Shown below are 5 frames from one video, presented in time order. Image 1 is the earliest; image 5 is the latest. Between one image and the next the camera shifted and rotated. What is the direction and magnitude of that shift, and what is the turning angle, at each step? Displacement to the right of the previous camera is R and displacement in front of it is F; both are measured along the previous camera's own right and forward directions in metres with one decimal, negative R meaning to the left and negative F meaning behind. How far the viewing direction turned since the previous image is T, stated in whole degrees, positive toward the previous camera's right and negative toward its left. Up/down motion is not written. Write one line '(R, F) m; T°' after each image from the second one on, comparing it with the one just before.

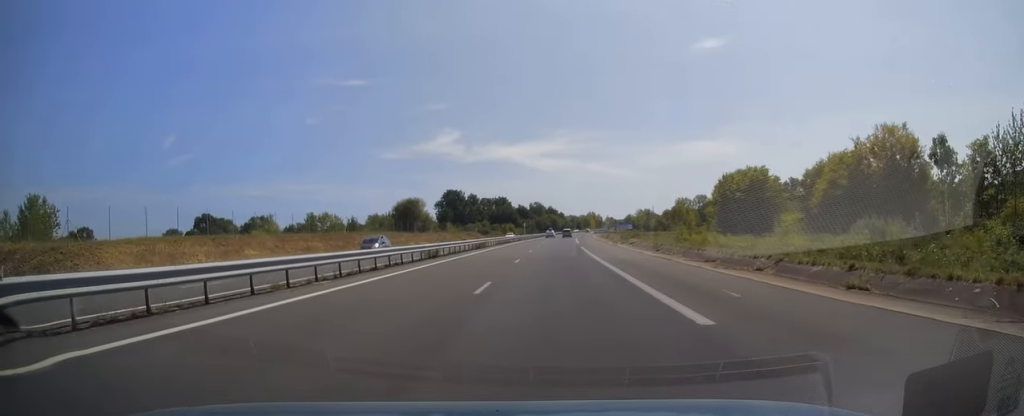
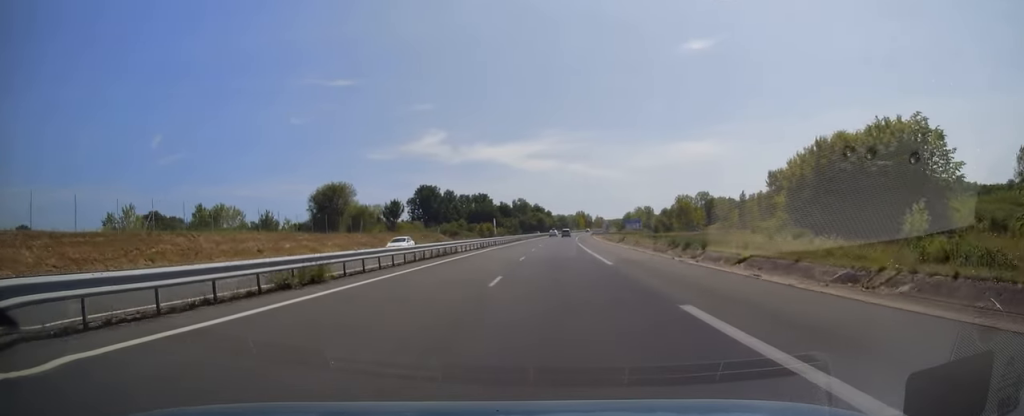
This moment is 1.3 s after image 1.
(+0.4, +37.8) m; +2°
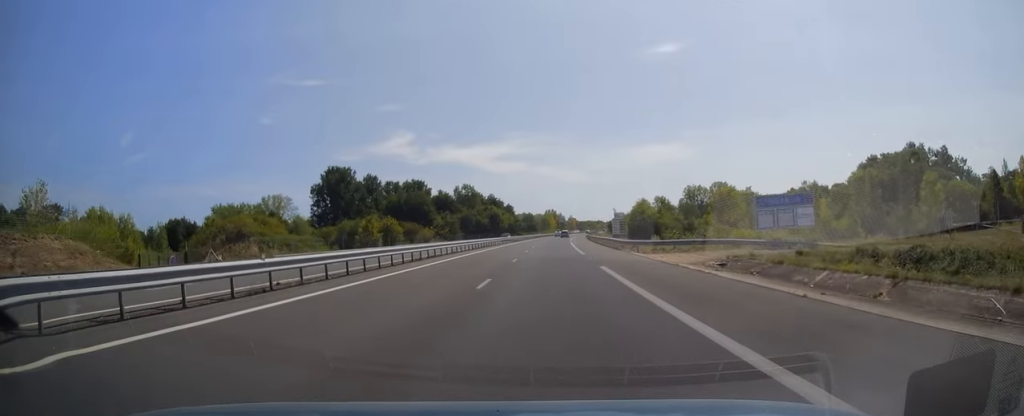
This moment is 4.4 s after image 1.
(+2.7, +92.2) m; +3°
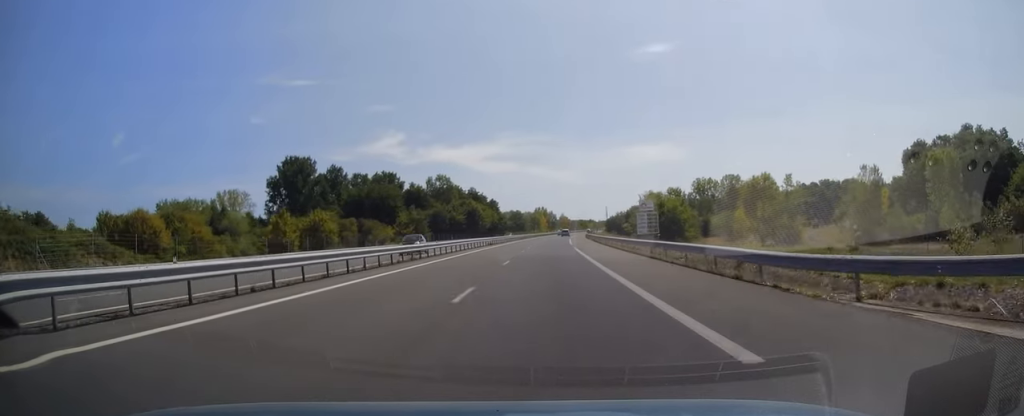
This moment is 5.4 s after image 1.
(0.0, +29.5) m; +1°
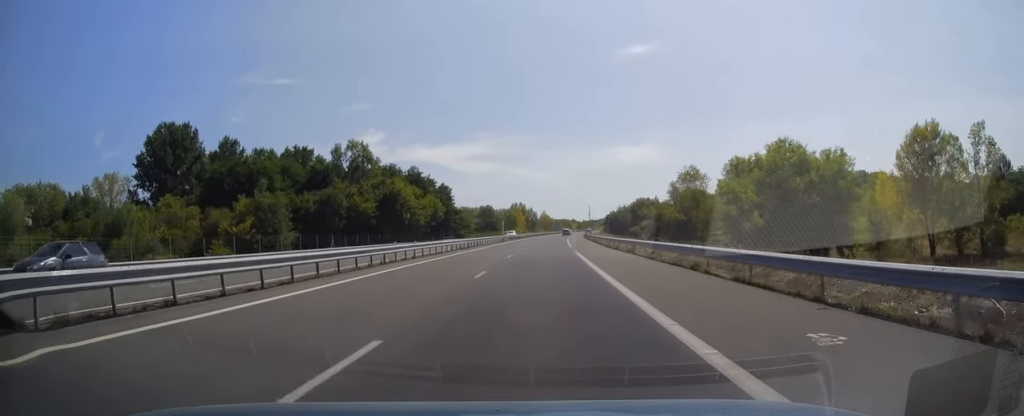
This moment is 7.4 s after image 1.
(+0.9, +60.1) m; +2°
